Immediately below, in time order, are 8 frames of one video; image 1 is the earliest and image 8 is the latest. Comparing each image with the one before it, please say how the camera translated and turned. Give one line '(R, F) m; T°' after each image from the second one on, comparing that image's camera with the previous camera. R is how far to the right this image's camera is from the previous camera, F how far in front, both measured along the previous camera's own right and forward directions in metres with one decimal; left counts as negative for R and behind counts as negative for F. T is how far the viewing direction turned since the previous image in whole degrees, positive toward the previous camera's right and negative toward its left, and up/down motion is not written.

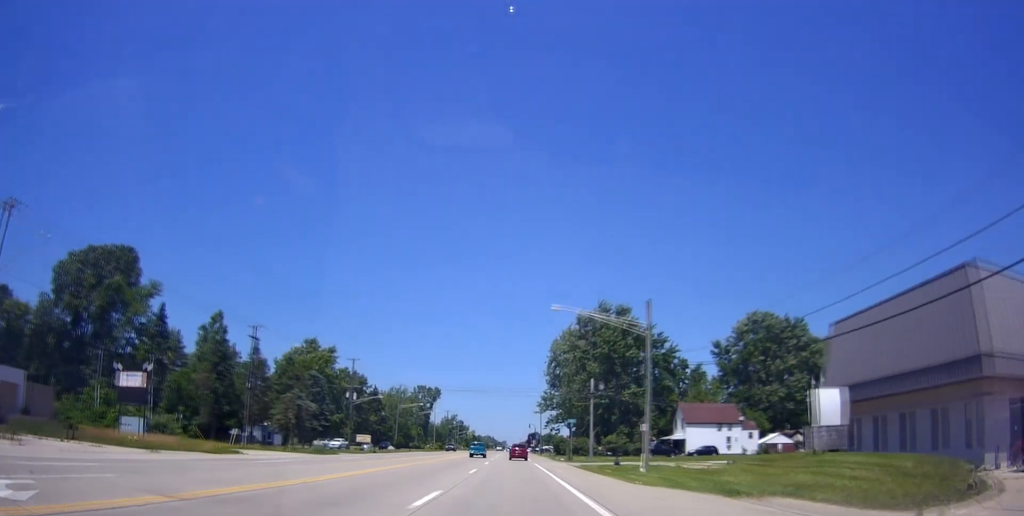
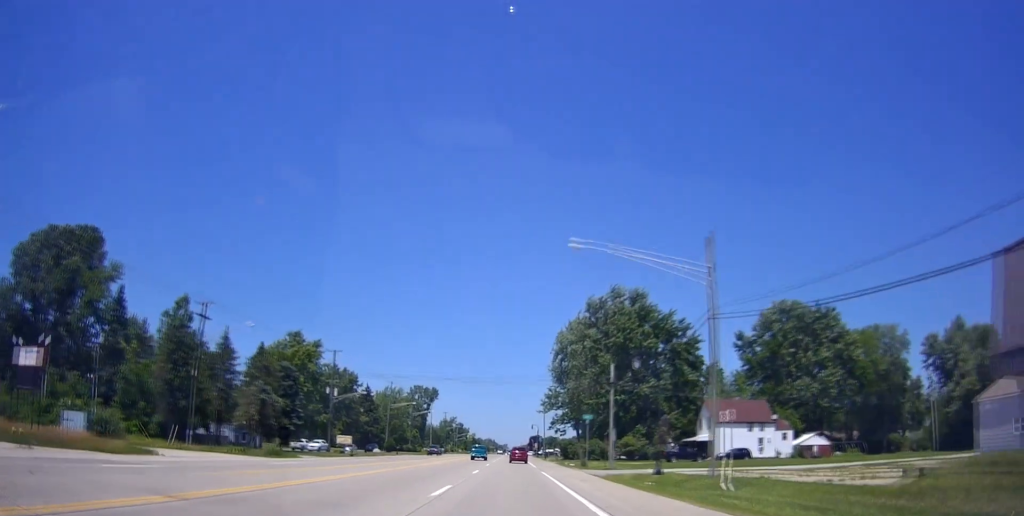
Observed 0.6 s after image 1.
(0.0, +12.3) m; 0°
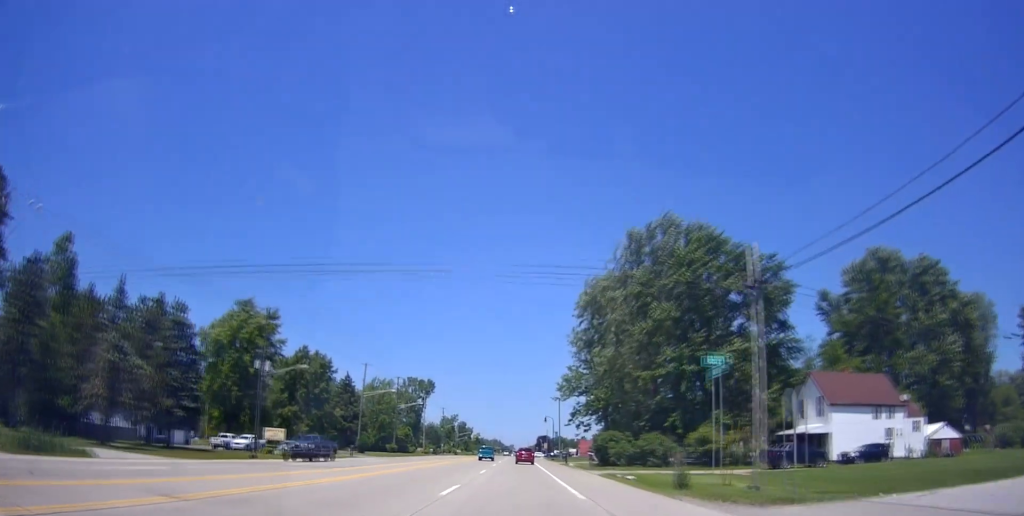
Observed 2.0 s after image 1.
(0.0, +29.9) m; 0°
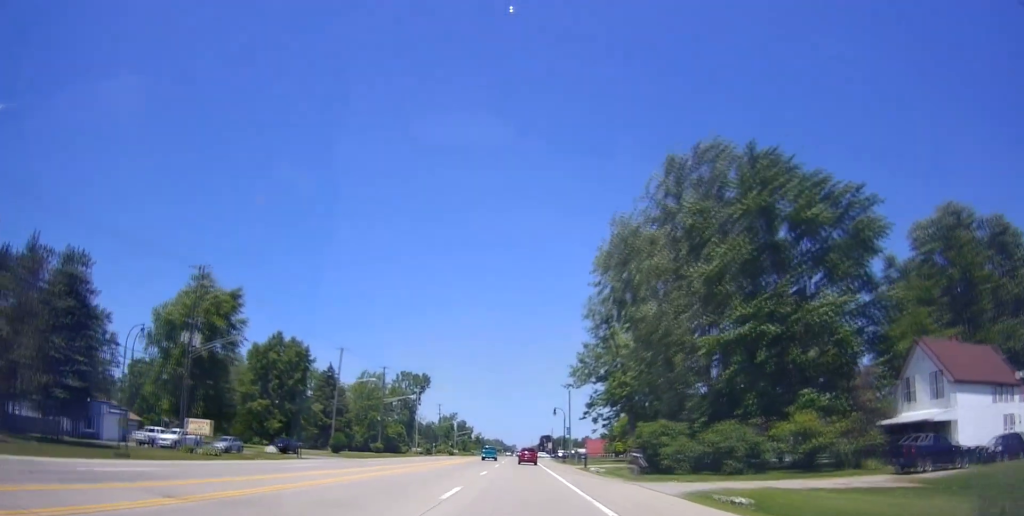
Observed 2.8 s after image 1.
(0.0, +16.9) m; 0°
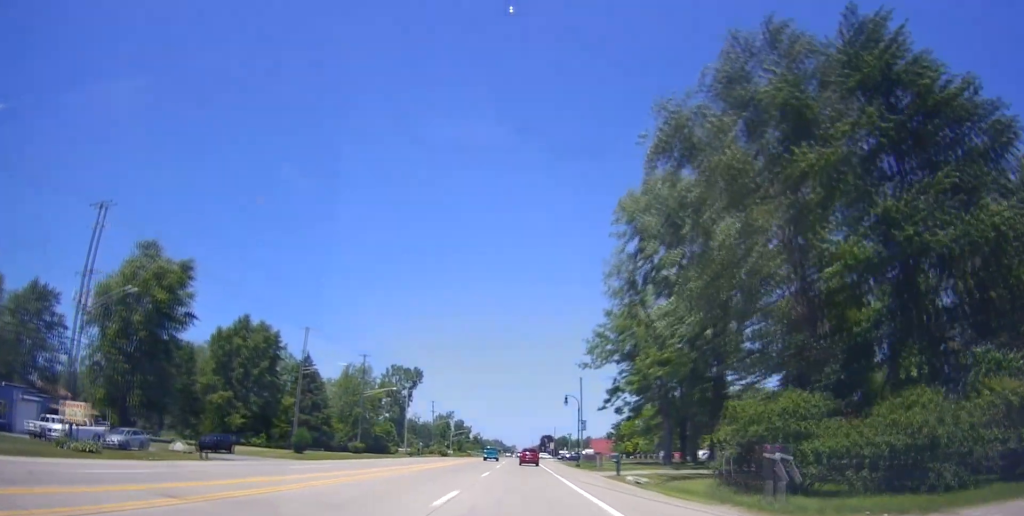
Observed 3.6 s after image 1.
(0.0, +16.4) m; 0°
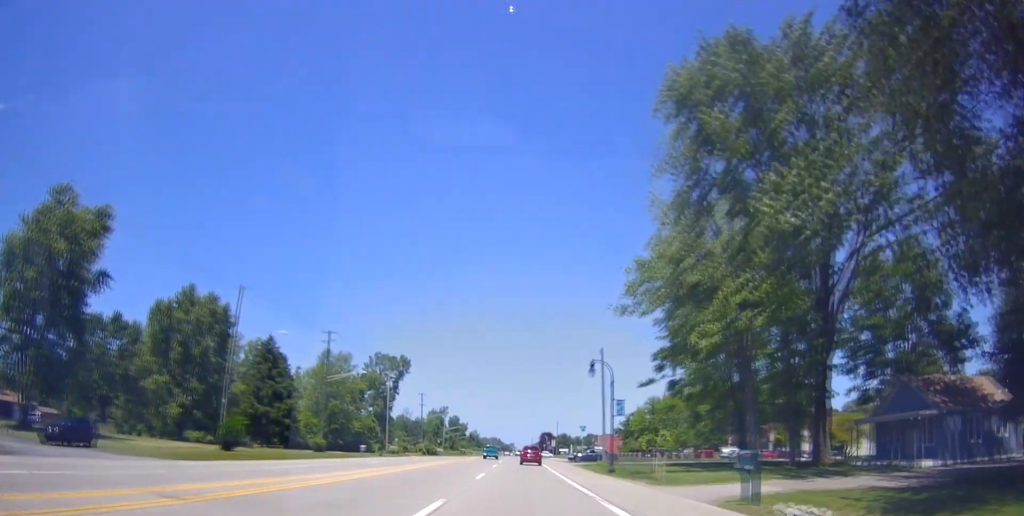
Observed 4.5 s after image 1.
(0.0, +19.0) m; 0°
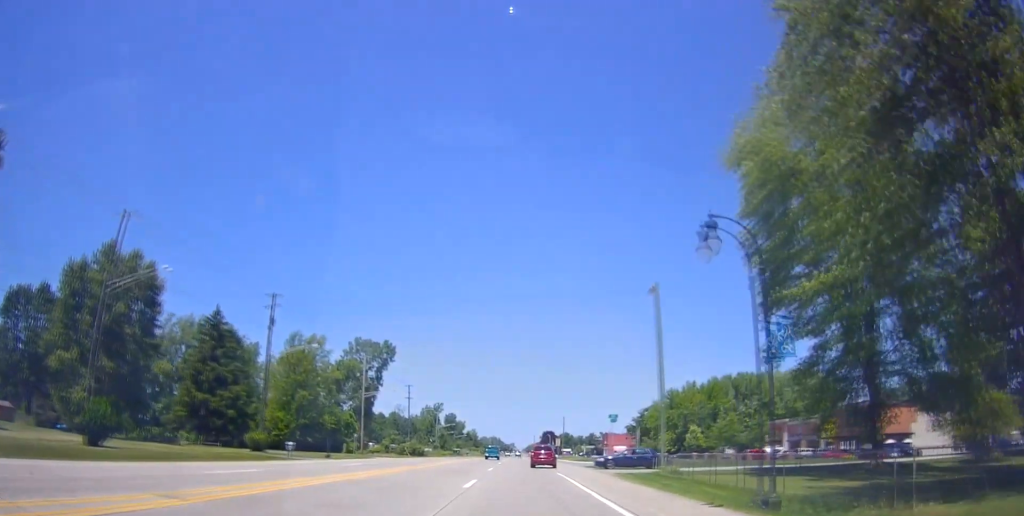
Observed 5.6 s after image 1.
(0.0, +21.0) m; -2°
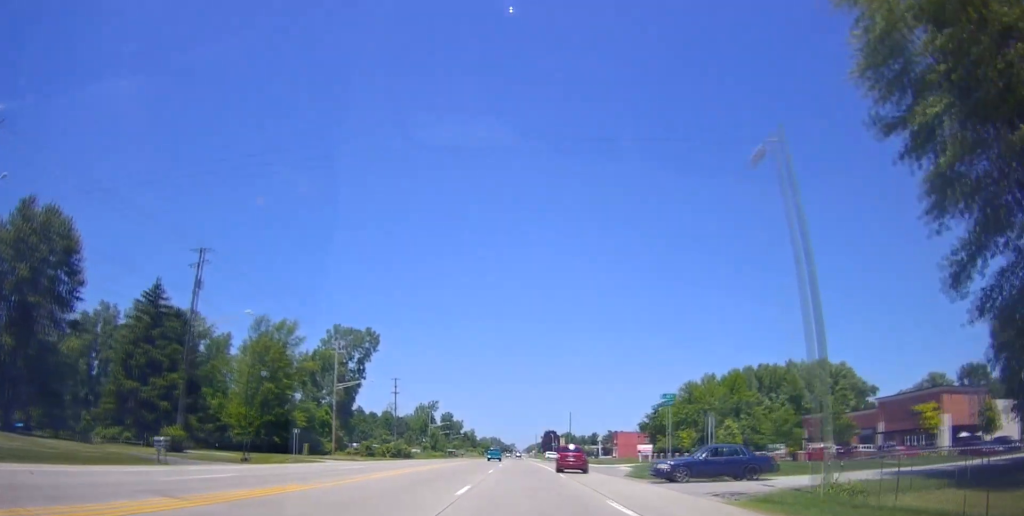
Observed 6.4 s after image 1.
(-0.6, +17.3) m; 0°
